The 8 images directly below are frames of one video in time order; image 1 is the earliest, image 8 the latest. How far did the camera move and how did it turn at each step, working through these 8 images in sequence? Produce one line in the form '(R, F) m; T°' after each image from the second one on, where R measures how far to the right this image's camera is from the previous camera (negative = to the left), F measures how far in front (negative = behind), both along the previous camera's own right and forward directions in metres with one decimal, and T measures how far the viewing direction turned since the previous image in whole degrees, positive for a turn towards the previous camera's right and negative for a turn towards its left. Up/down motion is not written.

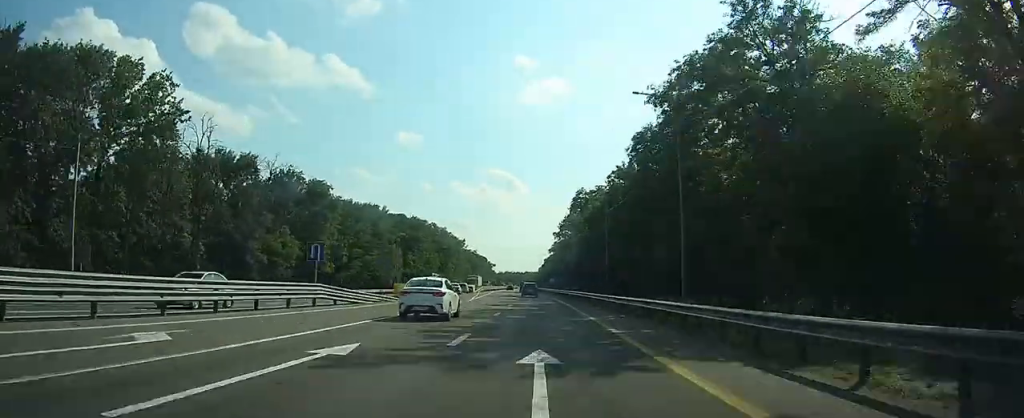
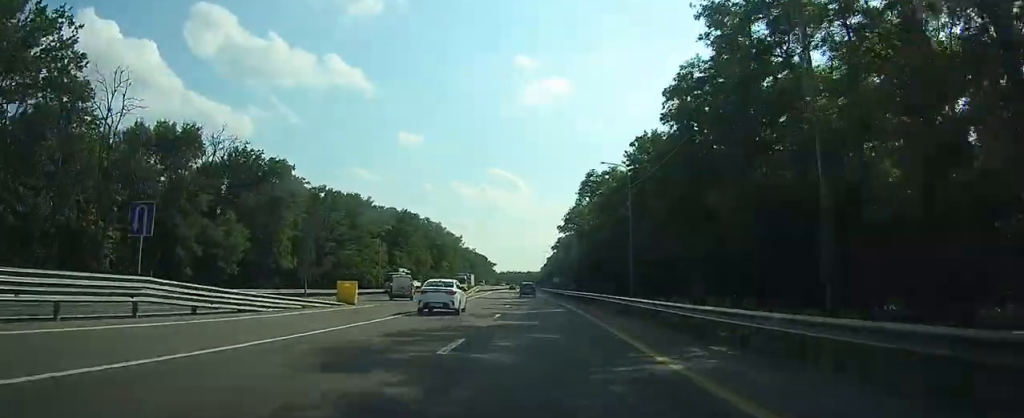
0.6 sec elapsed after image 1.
(0.0, +13.3) m; 0°
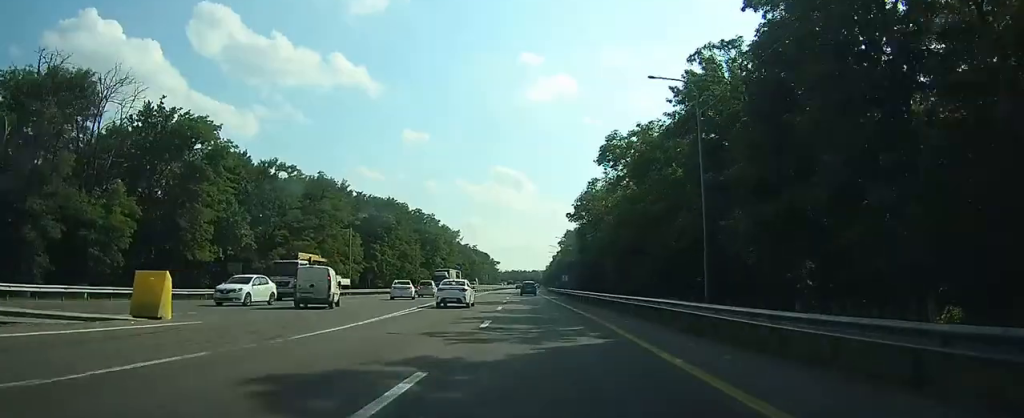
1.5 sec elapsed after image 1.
(-0.1, +17.5) m; 0°
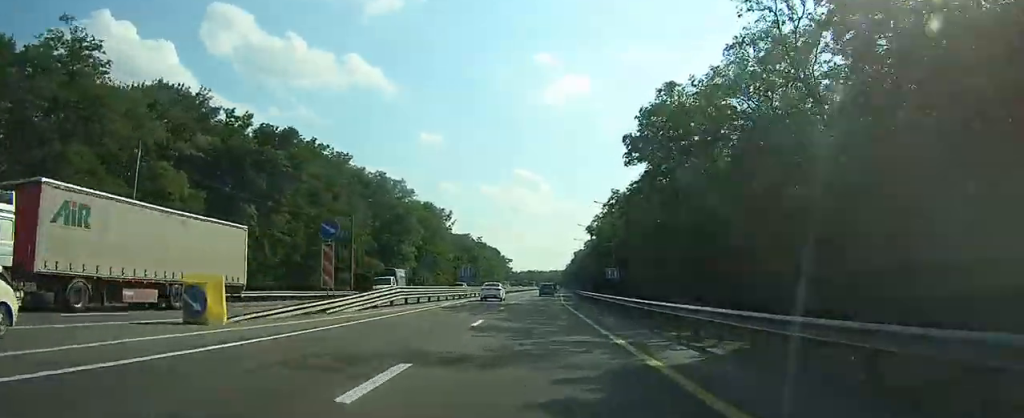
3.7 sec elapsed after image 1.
(-0.3, +46.8) m; -1°
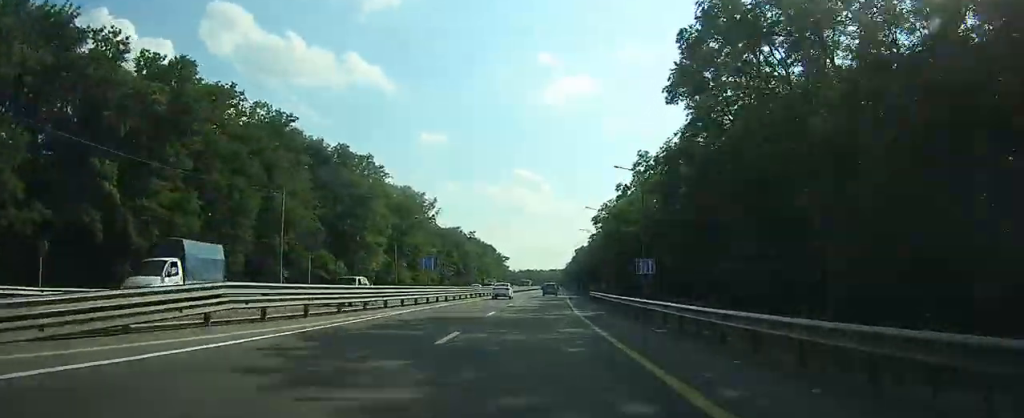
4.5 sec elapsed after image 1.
(-0.1, +17.9) m; 0°
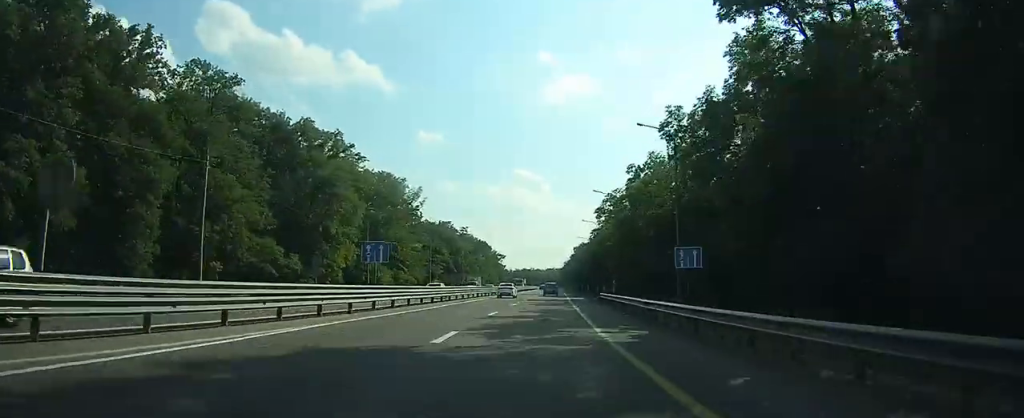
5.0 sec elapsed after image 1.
(0.0, +11.5) m; 0°
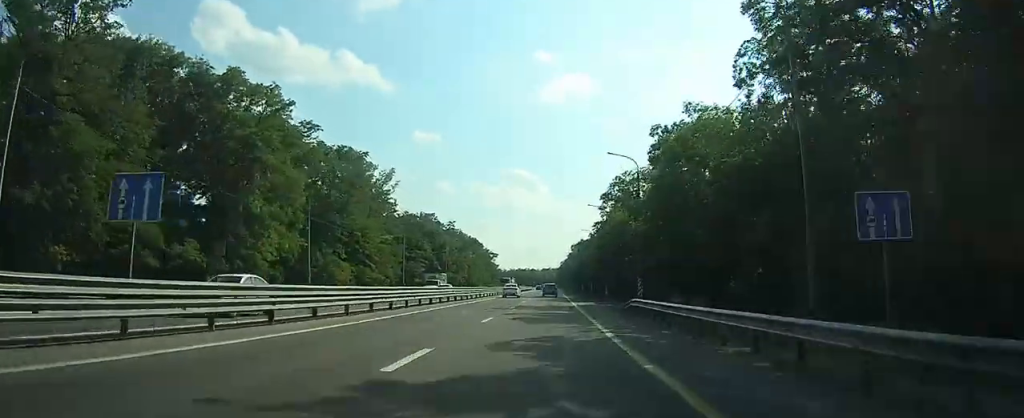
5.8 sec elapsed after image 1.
(0.0, +15.9) m; 0°
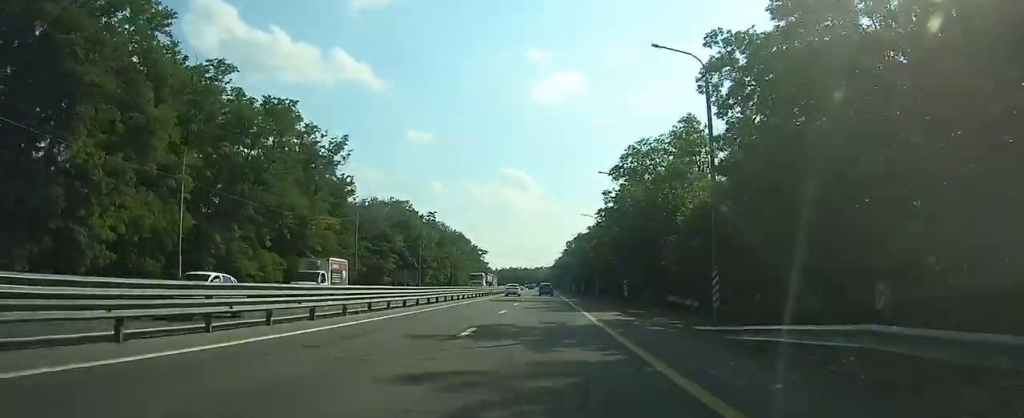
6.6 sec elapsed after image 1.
(-0.1, +18.1) m; 0°
